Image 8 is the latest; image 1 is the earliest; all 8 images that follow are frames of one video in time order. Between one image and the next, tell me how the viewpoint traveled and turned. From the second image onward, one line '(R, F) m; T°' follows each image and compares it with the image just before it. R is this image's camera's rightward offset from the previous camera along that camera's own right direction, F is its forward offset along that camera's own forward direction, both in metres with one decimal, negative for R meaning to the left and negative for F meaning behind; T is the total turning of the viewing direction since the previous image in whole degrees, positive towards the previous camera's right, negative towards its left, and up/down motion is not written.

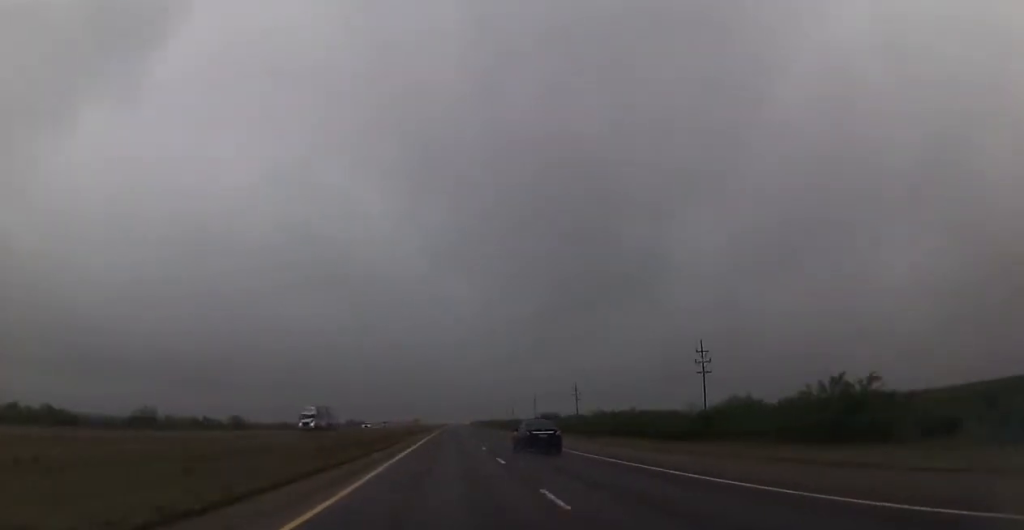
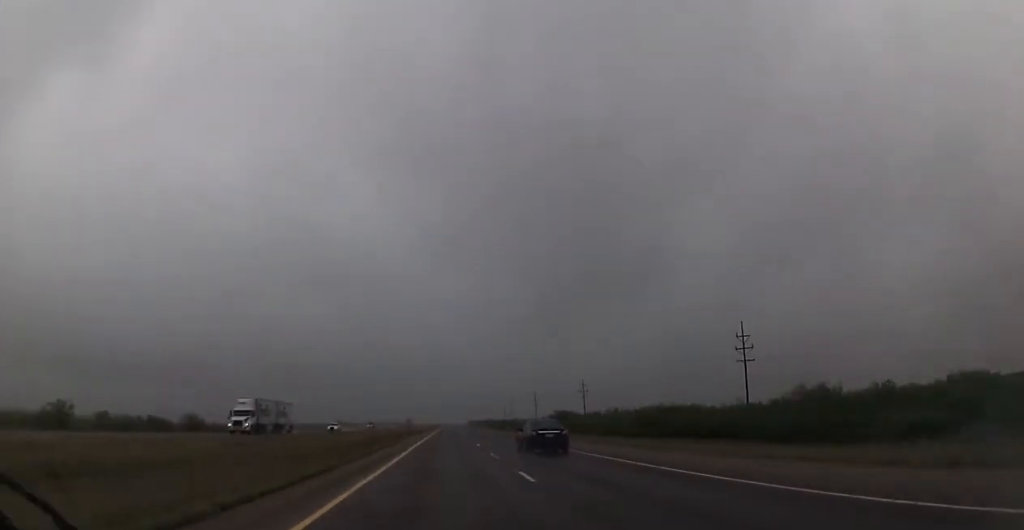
(0.0, +19.3) m; 0°
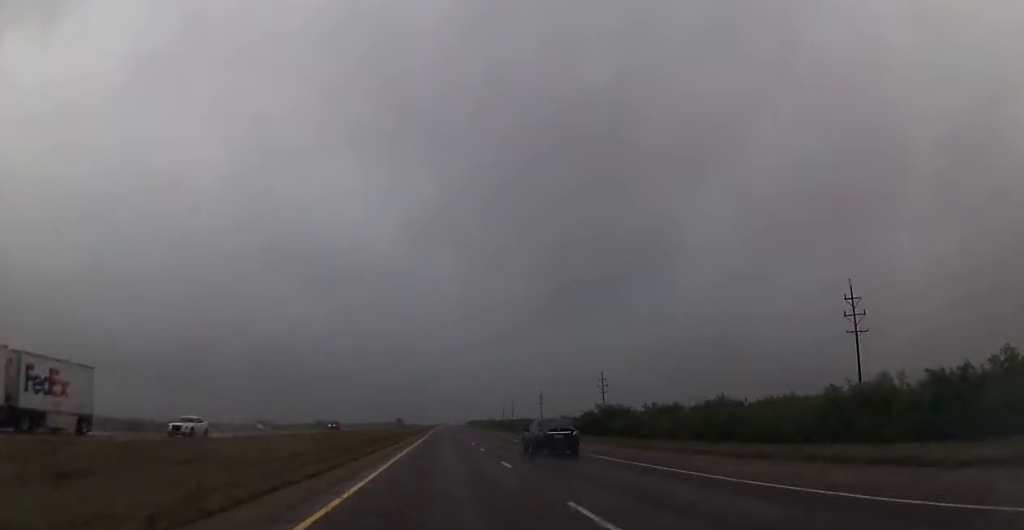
(+0.2, +31.3) m; 0°
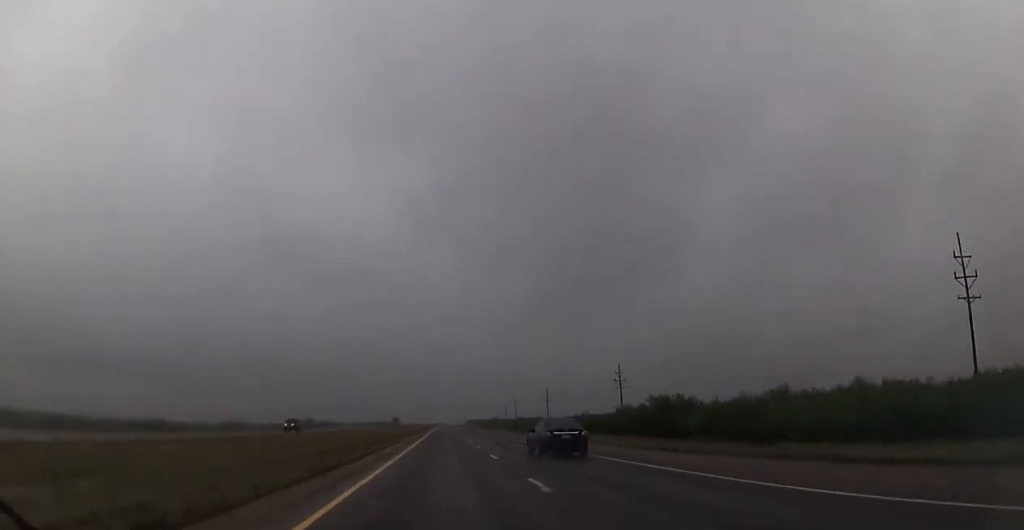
(-0.1, +19.3) m; 0°
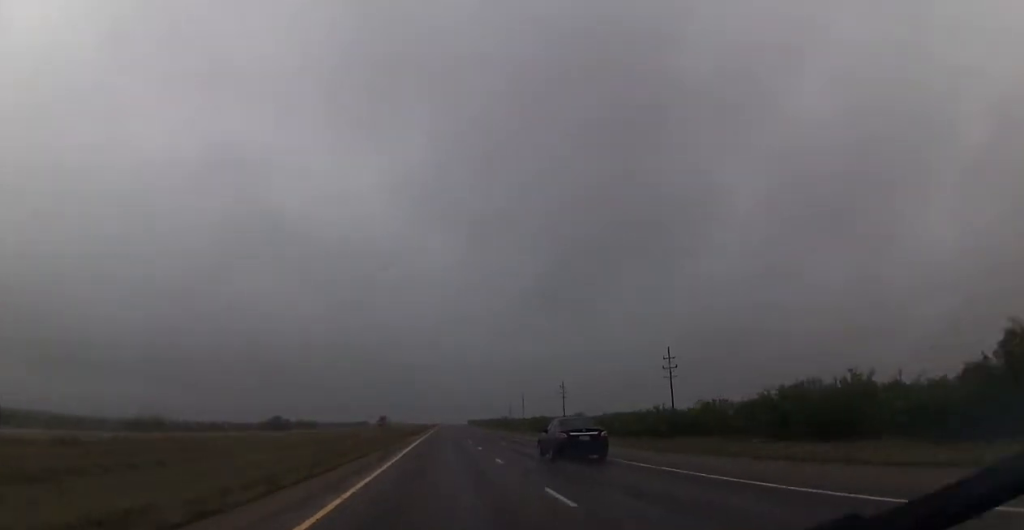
(-0.1, +38.5) m; 0°
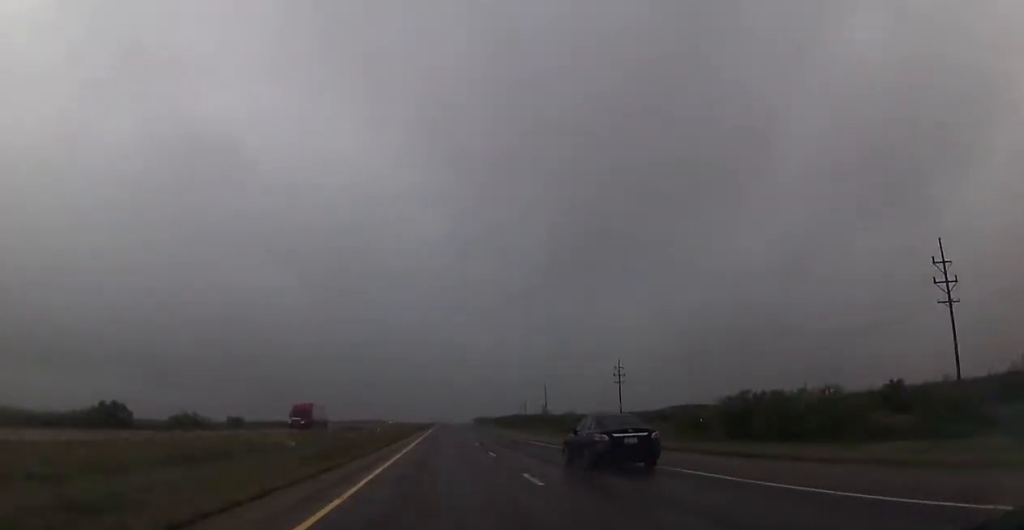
(+0.3, +80.9) m; 0°
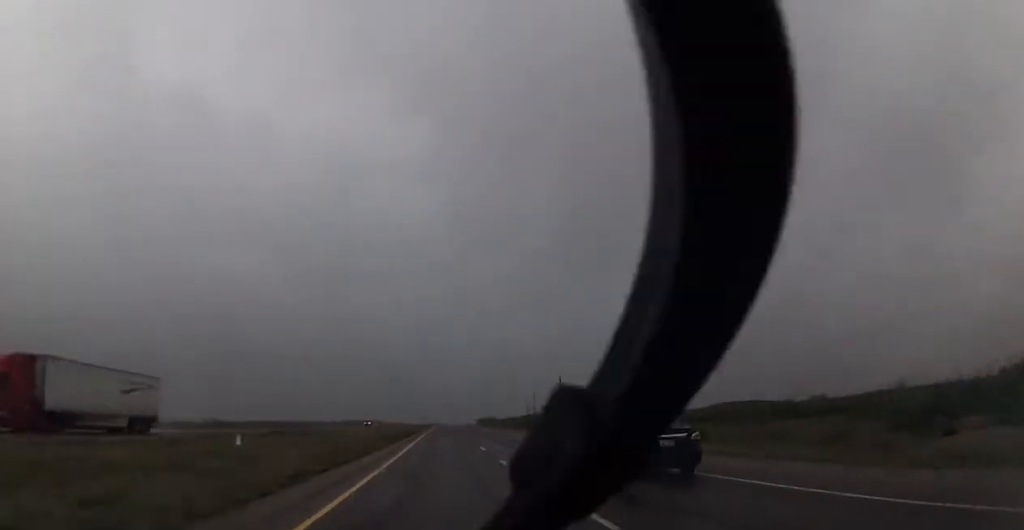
(0.0, +42.3) m; 0°
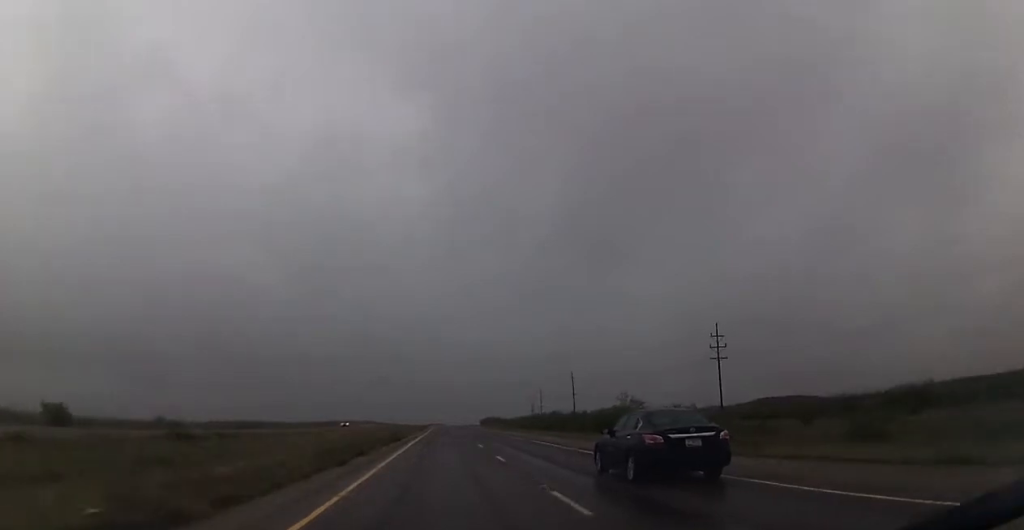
(0.0, +23.0) m; 0°
